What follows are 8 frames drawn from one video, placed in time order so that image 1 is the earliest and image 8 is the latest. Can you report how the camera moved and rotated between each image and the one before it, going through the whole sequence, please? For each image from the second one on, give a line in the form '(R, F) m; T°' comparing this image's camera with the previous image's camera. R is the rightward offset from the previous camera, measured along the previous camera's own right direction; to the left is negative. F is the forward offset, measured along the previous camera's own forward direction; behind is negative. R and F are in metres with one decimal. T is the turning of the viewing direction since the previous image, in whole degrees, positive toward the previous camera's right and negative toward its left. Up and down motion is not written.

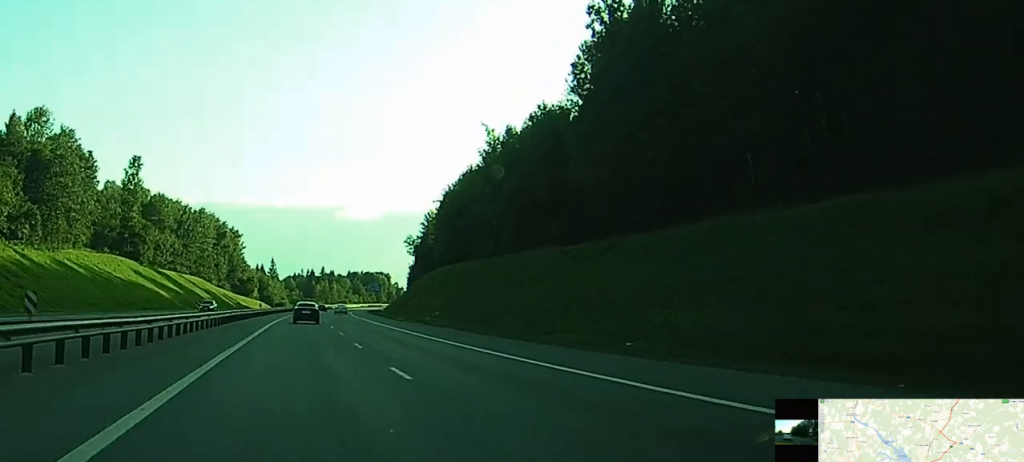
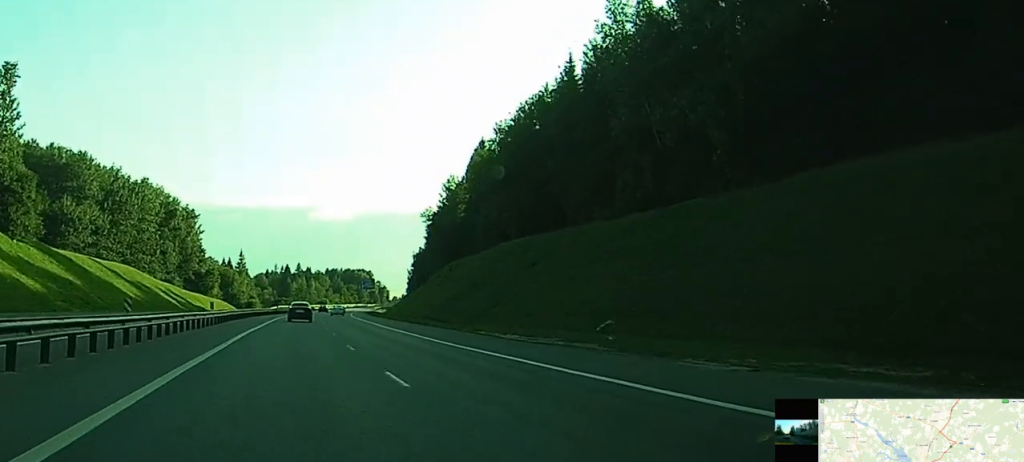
(+1.4, +60.8) m; +2°
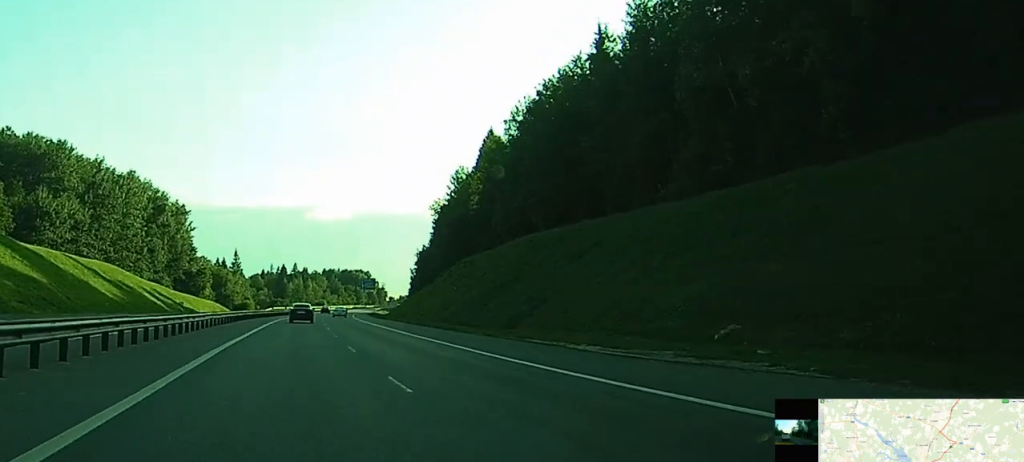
(+0.1, +12.4) m; 0°
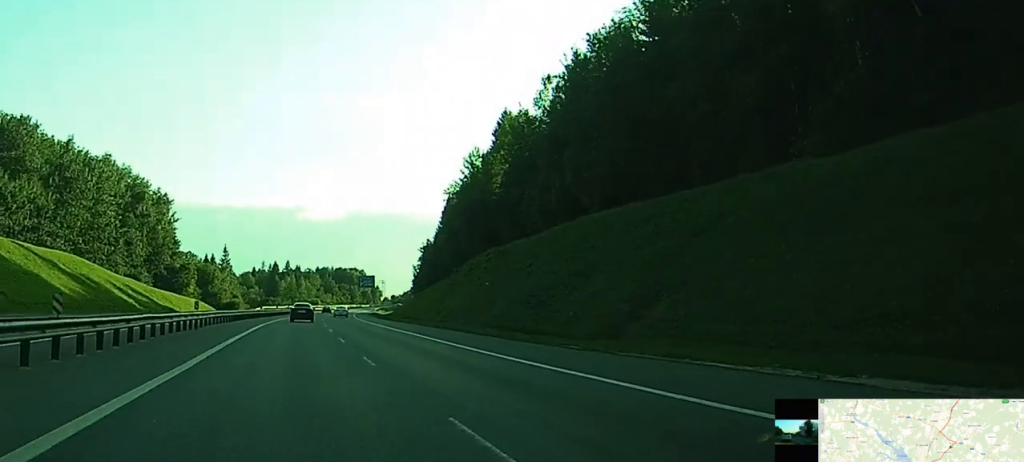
(0.0, +18.2) m; +1°
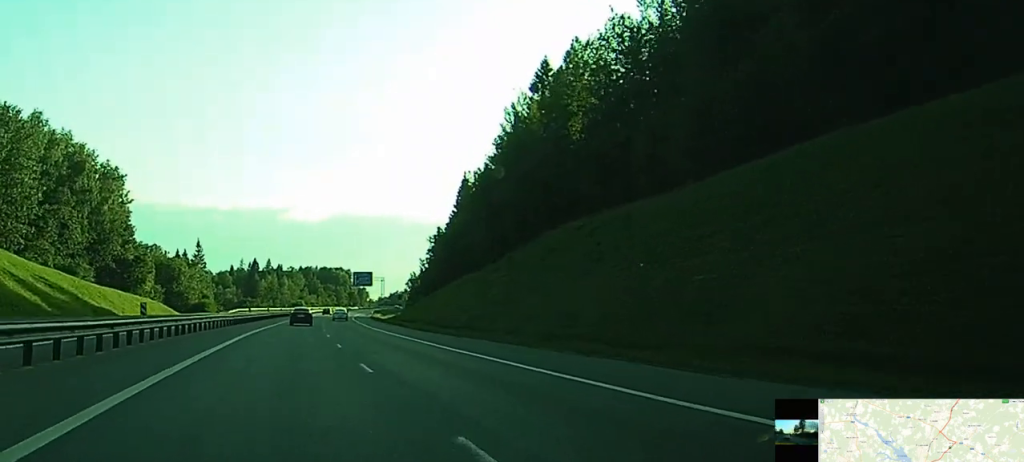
(+0.5, +36.6) m; +2°
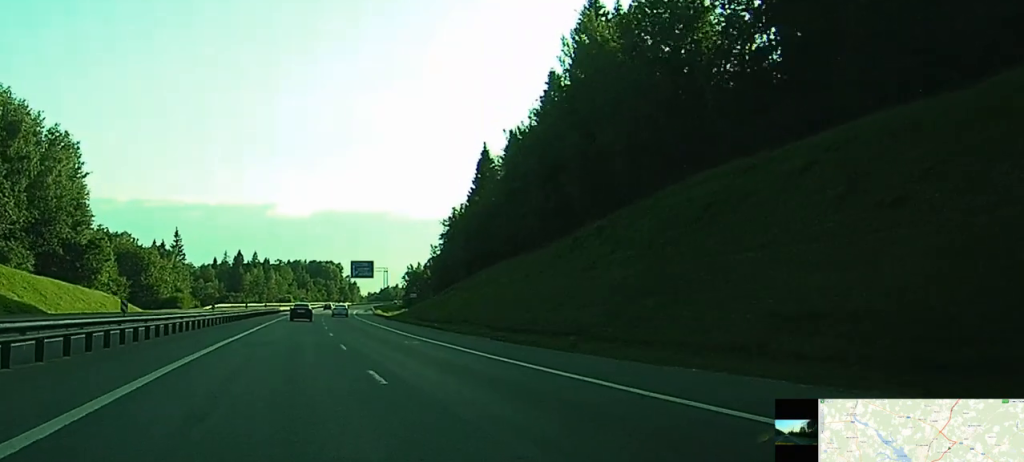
(+0.2, +27.1) m; +2°
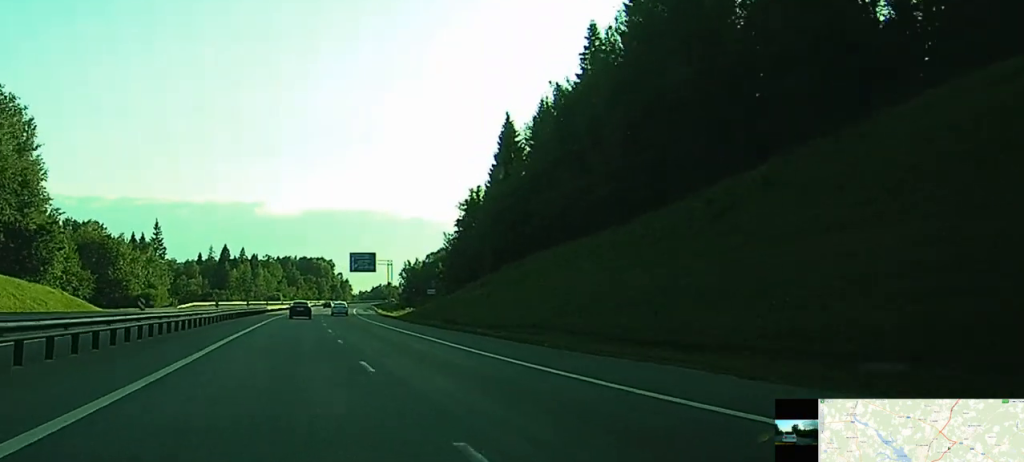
(+0.4, +21.3) m; +1°
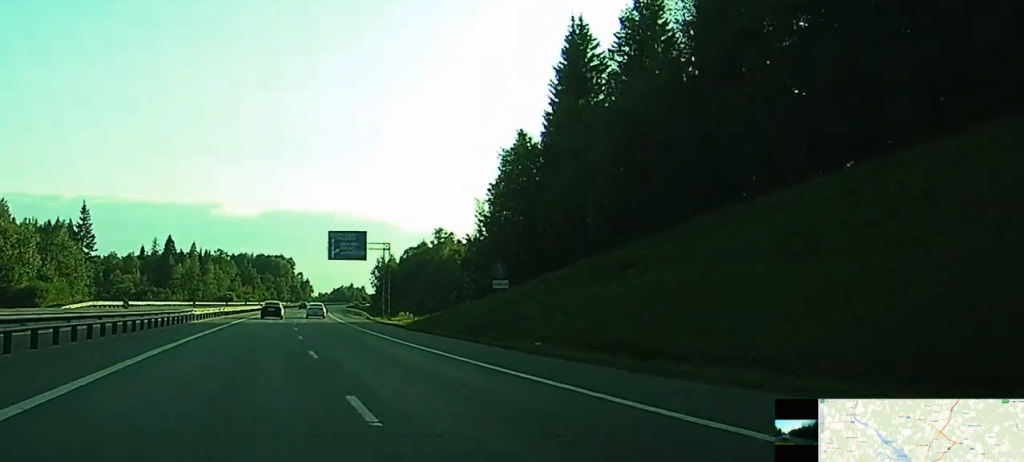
(+0.5, +43.7) m; +1°
